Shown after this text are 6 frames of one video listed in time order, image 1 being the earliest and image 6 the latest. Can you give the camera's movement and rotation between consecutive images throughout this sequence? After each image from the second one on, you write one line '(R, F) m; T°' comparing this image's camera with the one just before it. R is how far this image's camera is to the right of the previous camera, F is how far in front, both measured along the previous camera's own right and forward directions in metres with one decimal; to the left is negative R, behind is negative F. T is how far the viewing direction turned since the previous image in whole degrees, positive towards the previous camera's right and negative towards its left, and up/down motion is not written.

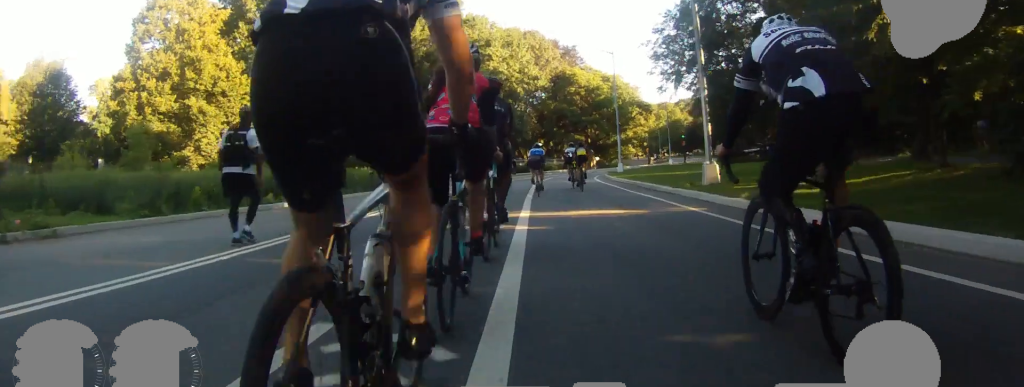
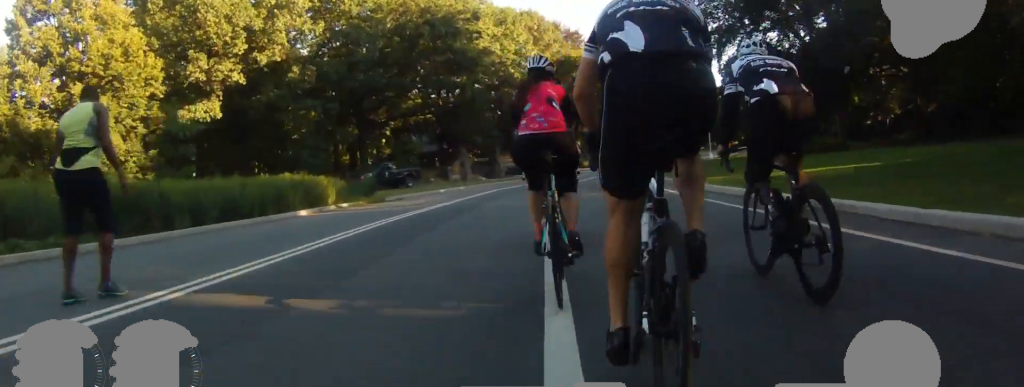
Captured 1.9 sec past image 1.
(0.0, +15.4) m; +1°
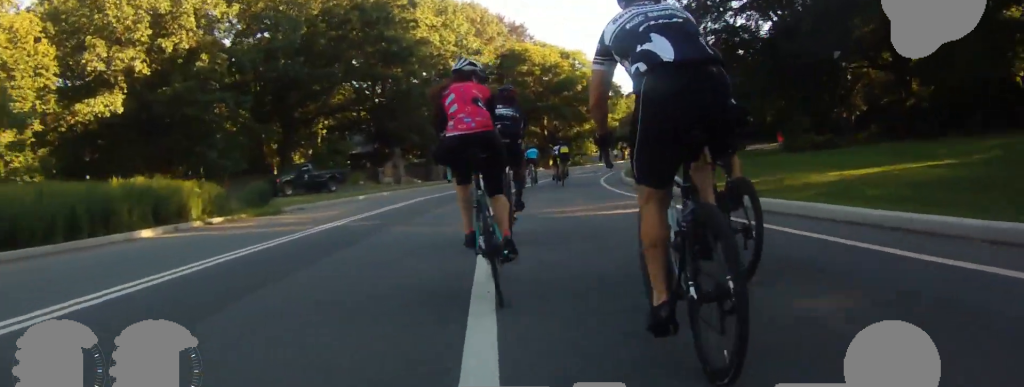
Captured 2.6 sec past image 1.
(+0.1, +5.8) m; +2°
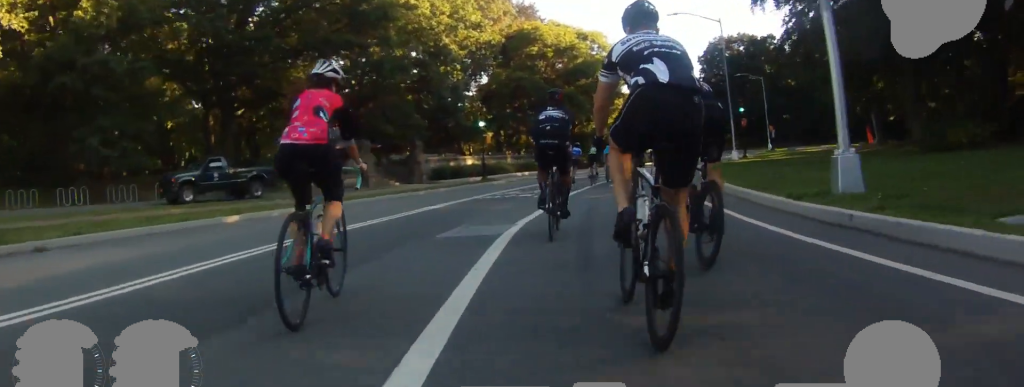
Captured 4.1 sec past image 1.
(+0.7, +13.5) m; +5°
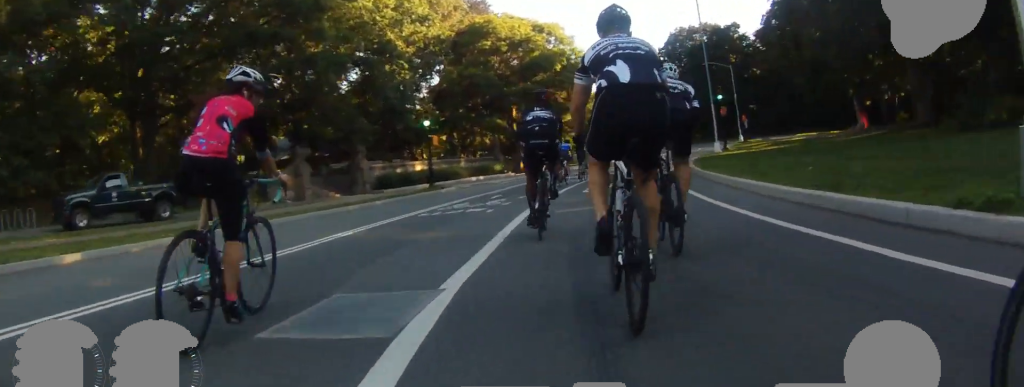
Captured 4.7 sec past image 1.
(0.0, +4.9) m; +4°
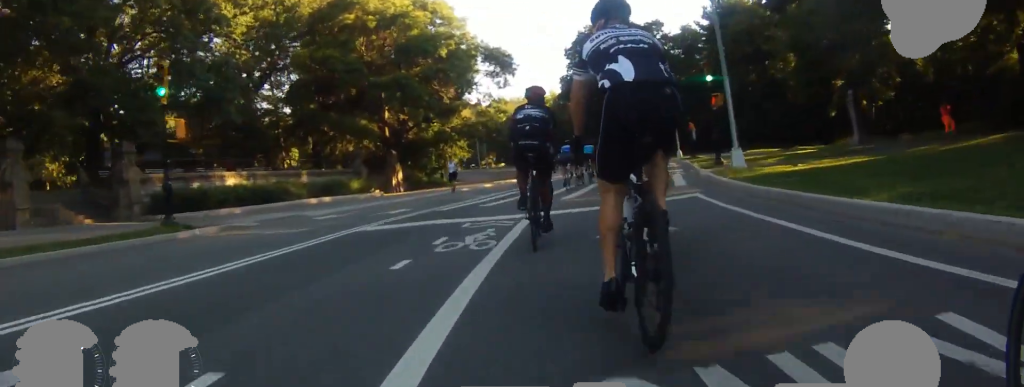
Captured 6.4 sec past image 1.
(+2.1, +15.5) m; +15°
